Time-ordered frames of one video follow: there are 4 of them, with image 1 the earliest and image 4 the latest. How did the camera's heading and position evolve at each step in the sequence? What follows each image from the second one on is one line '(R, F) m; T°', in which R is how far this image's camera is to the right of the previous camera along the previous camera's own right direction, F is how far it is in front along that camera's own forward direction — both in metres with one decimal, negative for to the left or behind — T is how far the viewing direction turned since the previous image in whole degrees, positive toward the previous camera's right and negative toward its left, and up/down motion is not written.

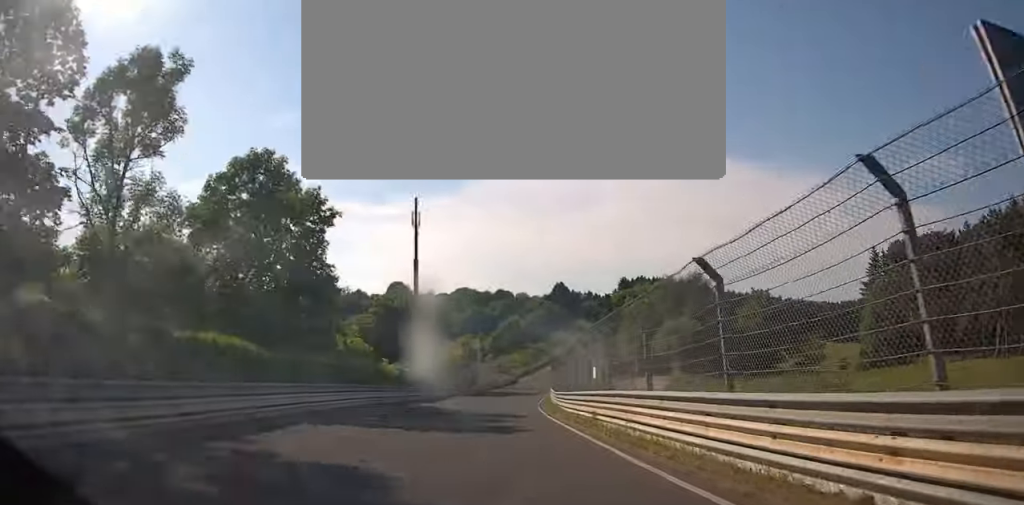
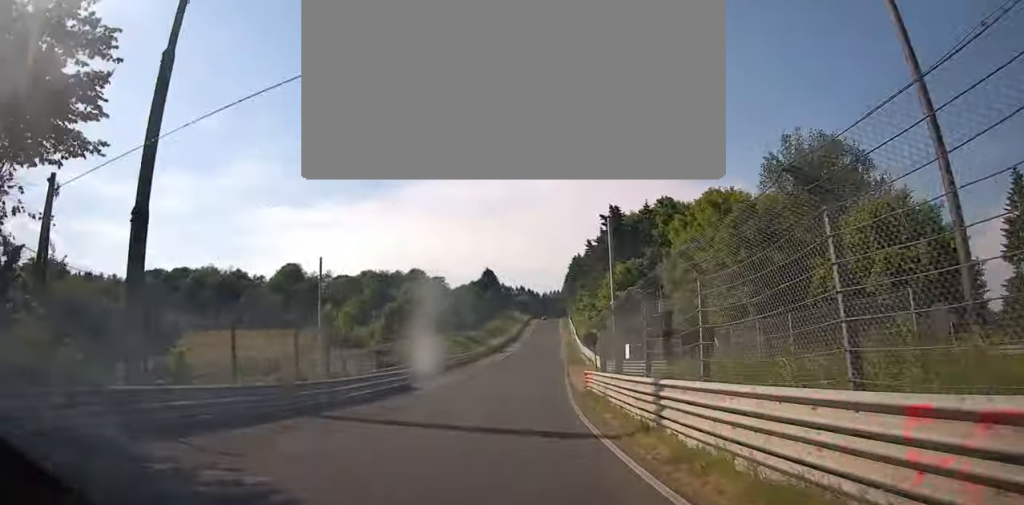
(+3.8, +59.4) m; +6°
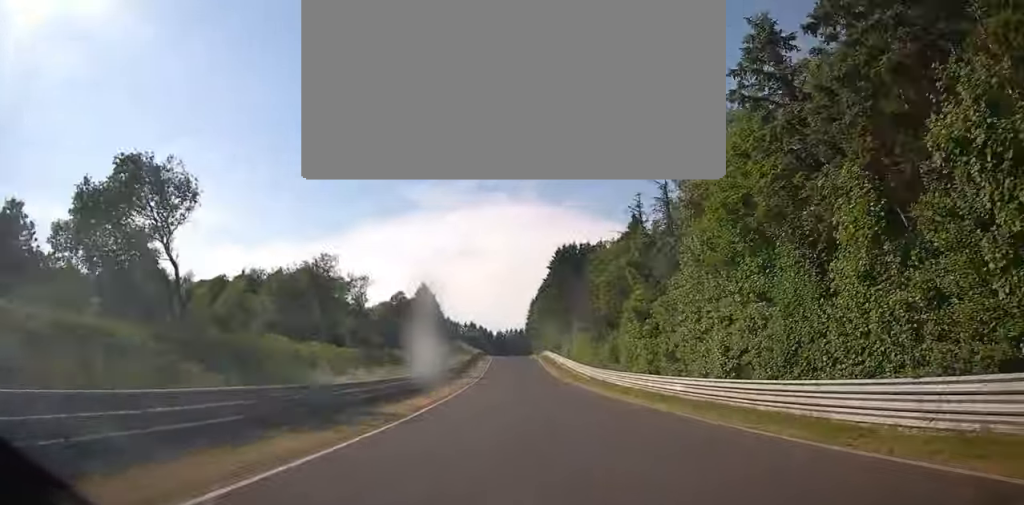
(+2.6, +73.2) m; +1°
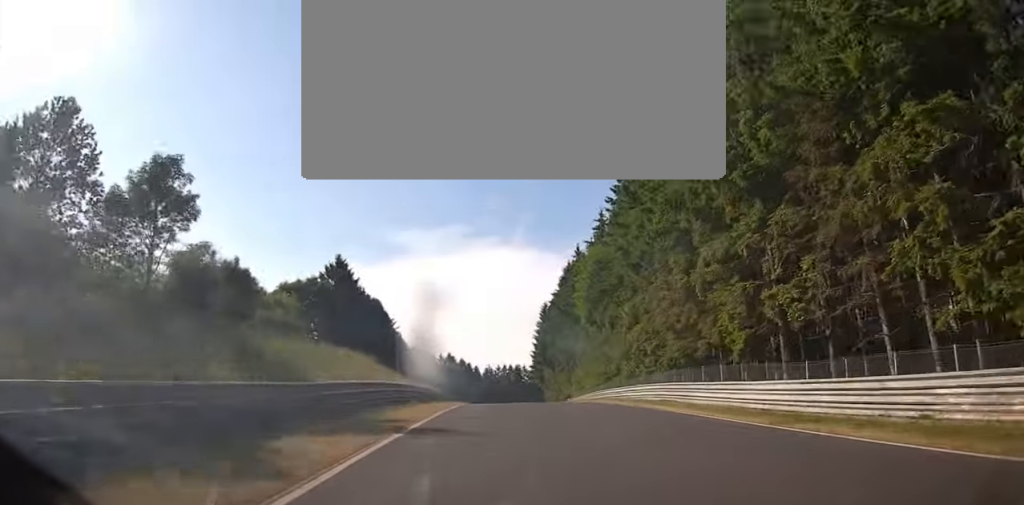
(-1.1, +87.6) m; +2°
